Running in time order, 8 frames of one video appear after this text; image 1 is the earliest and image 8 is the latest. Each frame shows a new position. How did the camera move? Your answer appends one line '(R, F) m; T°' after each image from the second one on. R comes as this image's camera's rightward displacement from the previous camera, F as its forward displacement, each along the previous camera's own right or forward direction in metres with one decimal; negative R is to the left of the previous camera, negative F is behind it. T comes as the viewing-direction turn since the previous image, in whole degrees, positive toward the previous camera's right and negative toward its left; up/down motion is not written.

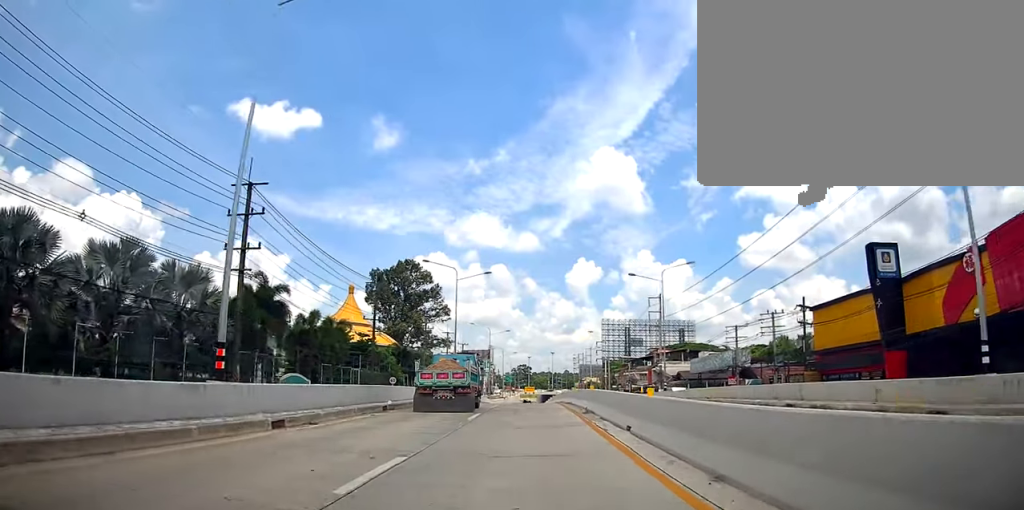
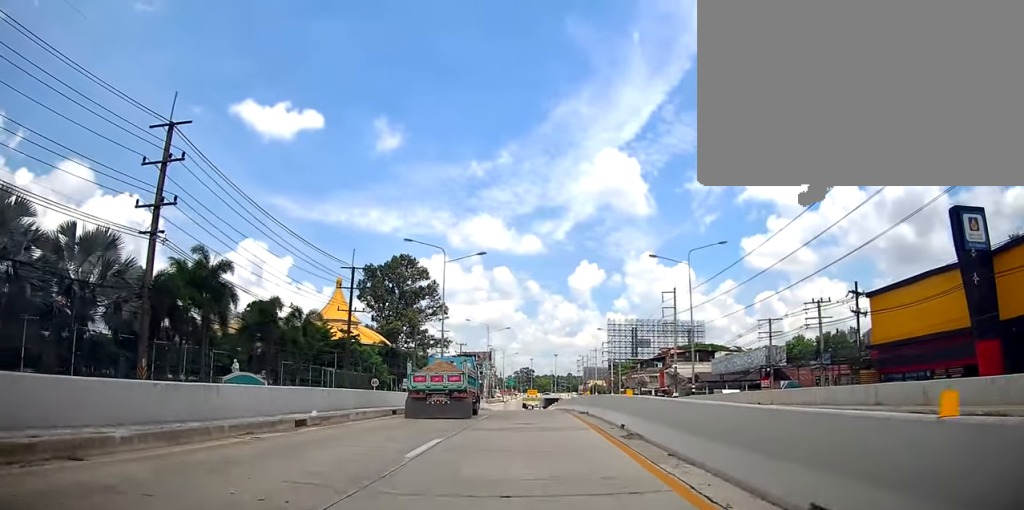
(-0.1, +9.0) m; 0°
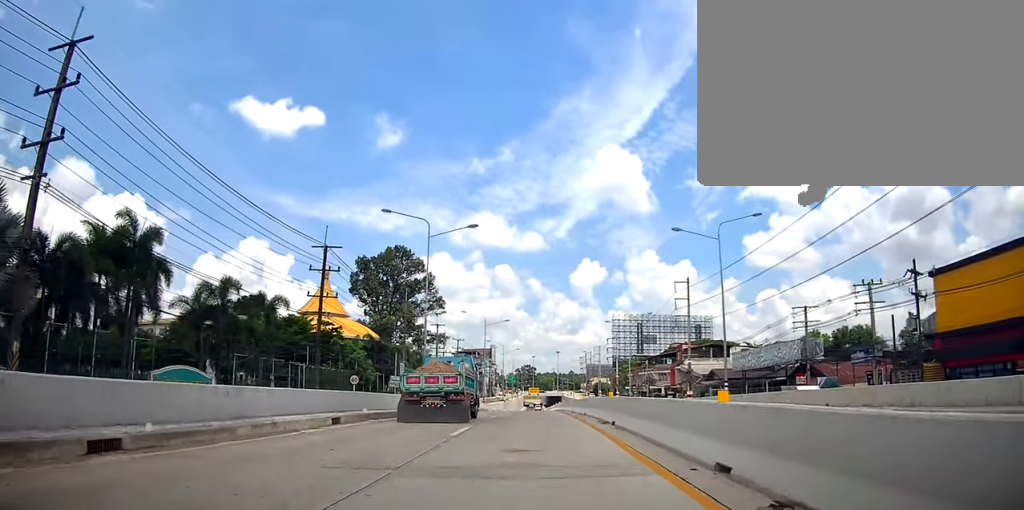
(0.0, +7.5) m; 0°
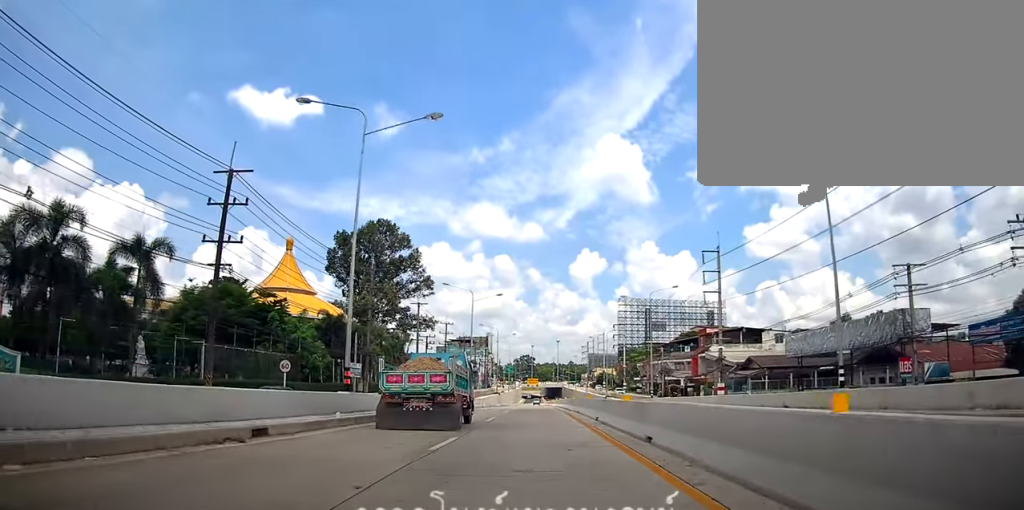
(0.0, +15.0) m; 0°
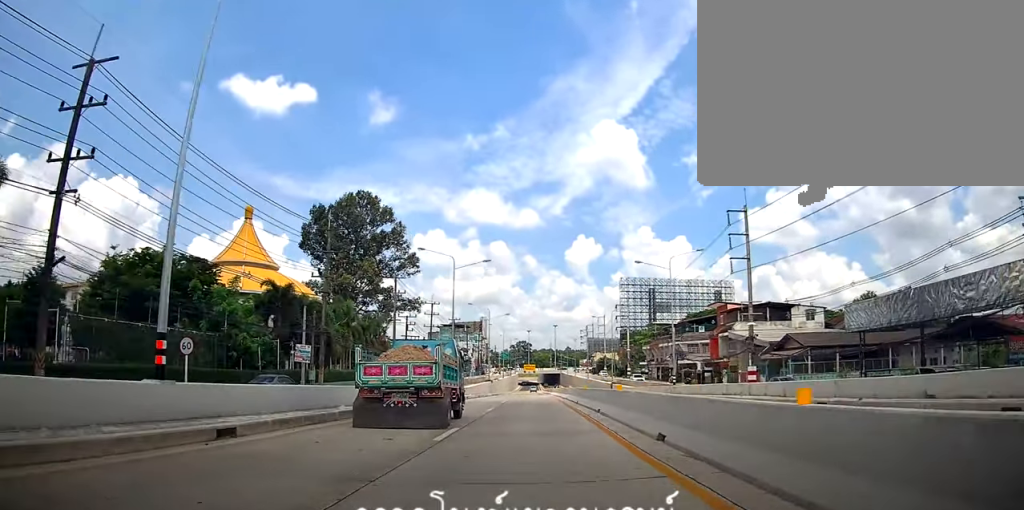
(-0.1, +11.3) m; 0°
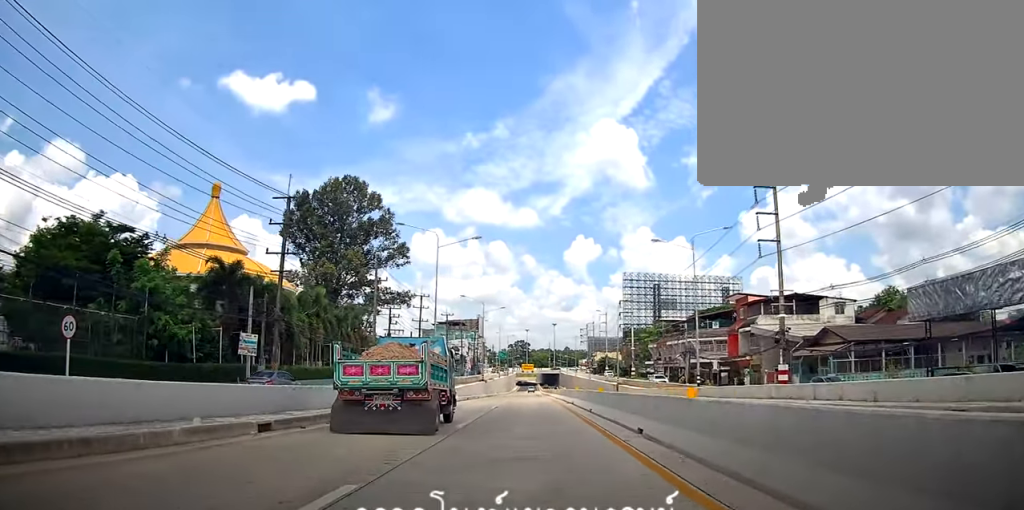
(+0.1, +8.1) m; +1°
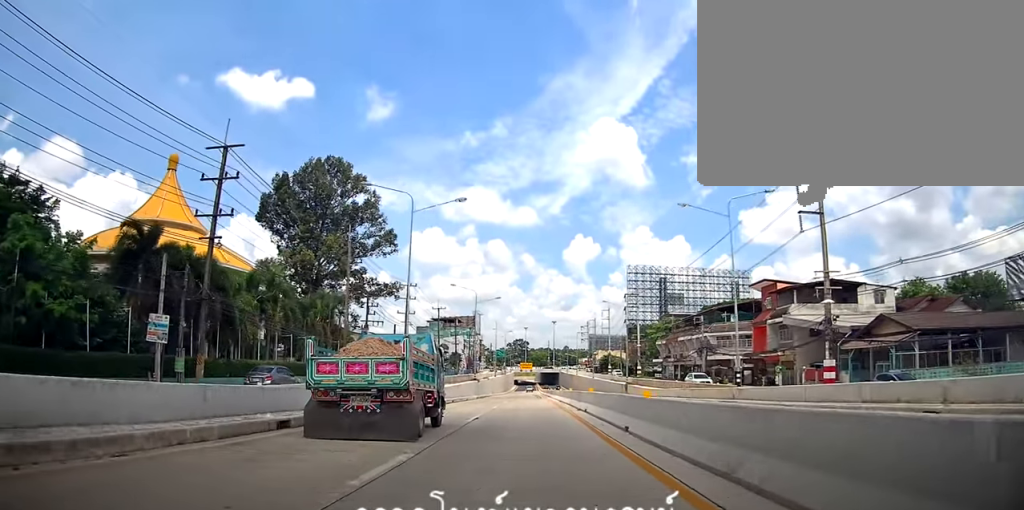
(+0.1, +8.9) m; +1°
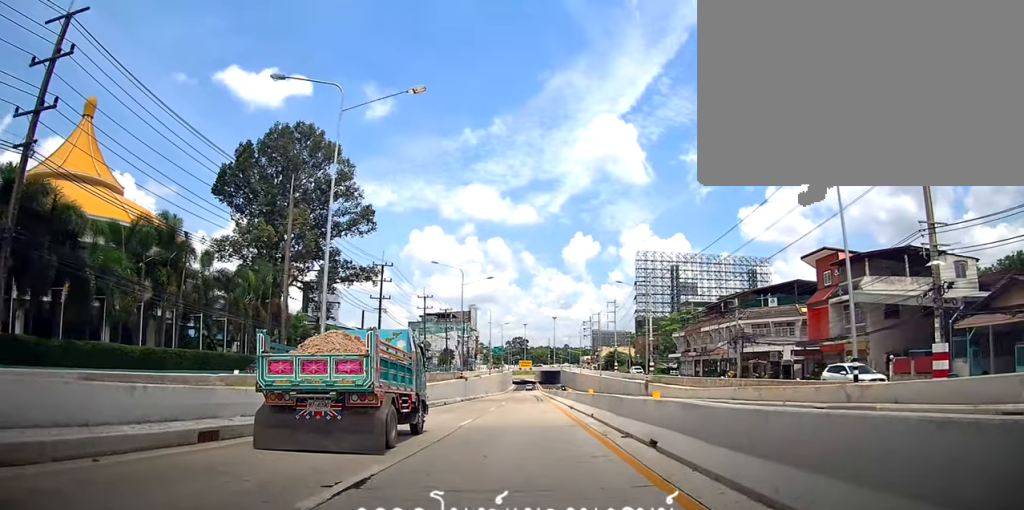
(+0.2, +13.4) m; 0°
